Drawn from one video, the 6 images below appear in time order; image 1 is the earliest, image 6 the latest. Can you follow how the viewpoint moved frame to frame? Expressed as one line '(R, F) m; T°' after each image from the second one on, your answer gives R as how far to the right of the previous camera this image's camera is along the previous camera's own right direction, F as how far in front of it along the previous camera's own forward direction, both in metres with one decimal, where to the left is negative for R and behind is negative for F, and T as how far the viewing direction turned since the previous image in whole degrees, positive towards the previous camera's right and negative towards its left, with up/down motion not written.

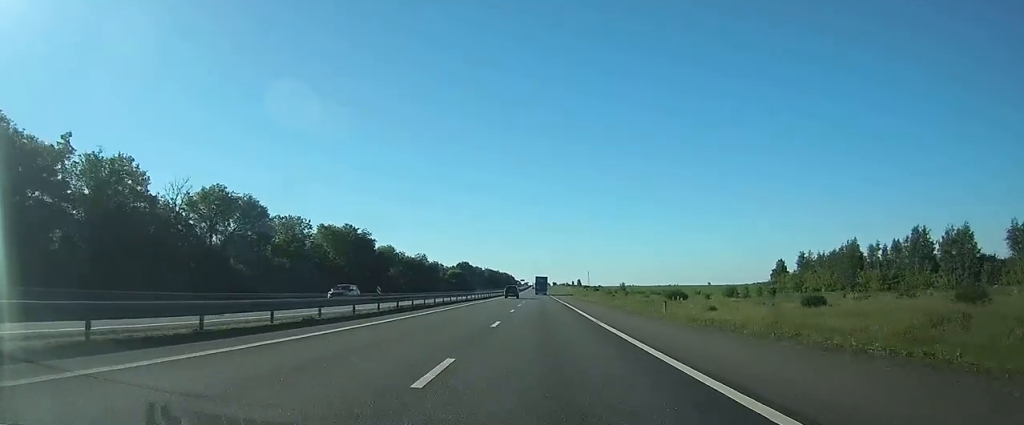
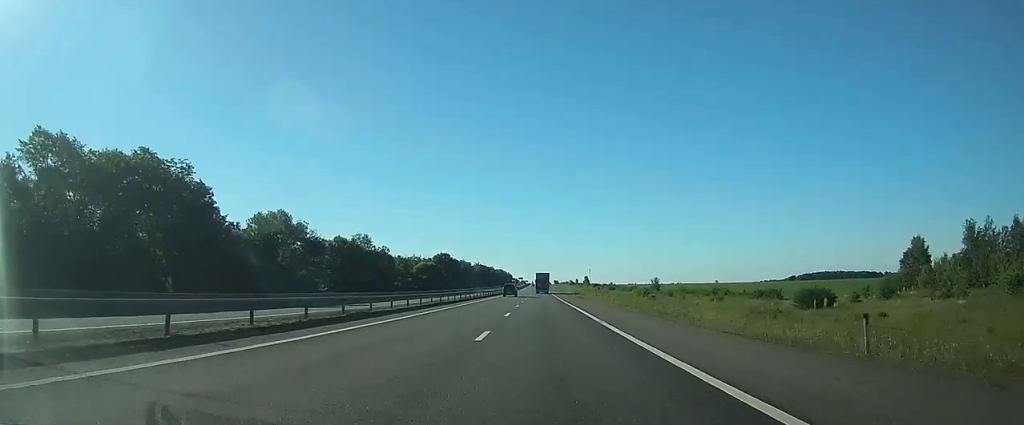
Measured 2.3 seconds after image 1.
(+0.1, +65.3) m; 0°
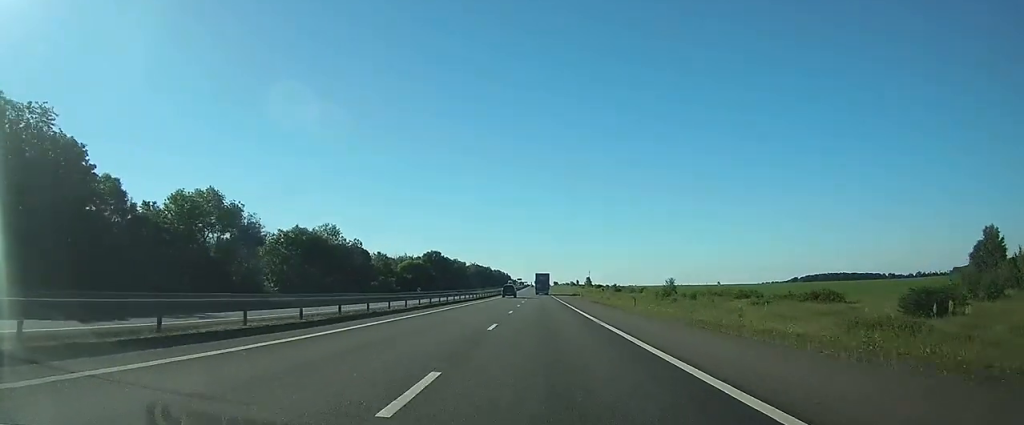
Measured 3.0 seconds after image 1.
(0.0, +20.2) m; 0°
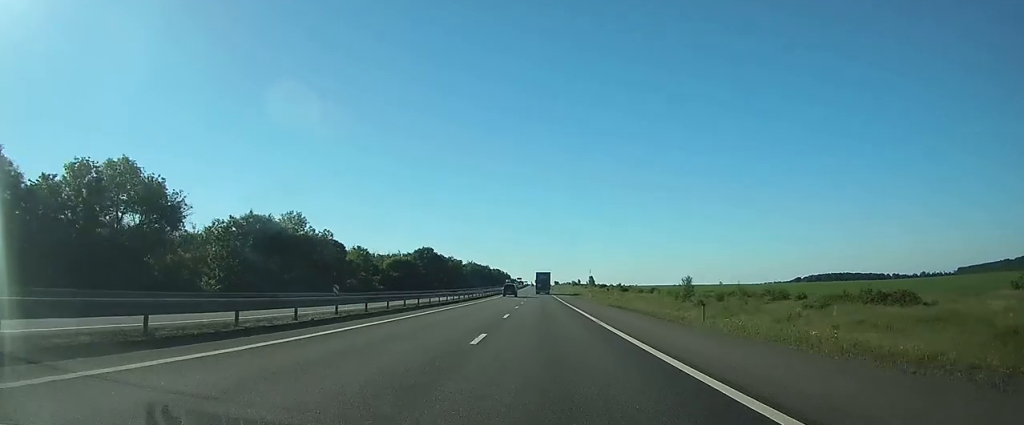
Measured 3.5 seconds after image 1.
(0.0, +16.4) m; 0°
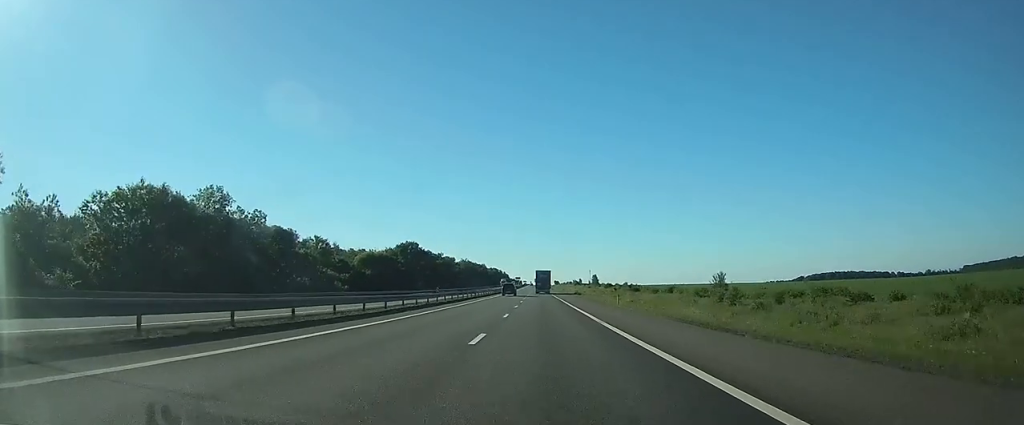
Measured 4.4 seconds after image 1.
(0.0, +24.1) m; 0°
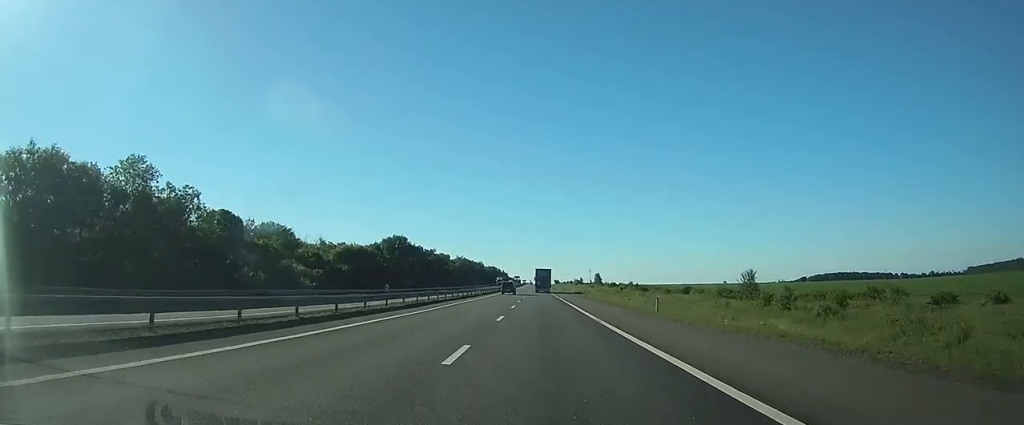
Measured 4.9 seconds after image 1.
(0.0, +15.5) m; 0°
